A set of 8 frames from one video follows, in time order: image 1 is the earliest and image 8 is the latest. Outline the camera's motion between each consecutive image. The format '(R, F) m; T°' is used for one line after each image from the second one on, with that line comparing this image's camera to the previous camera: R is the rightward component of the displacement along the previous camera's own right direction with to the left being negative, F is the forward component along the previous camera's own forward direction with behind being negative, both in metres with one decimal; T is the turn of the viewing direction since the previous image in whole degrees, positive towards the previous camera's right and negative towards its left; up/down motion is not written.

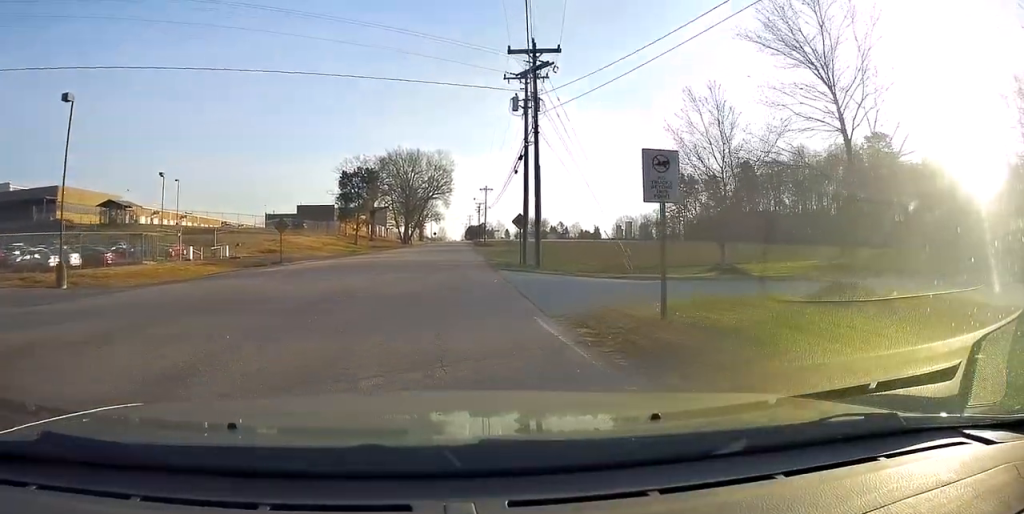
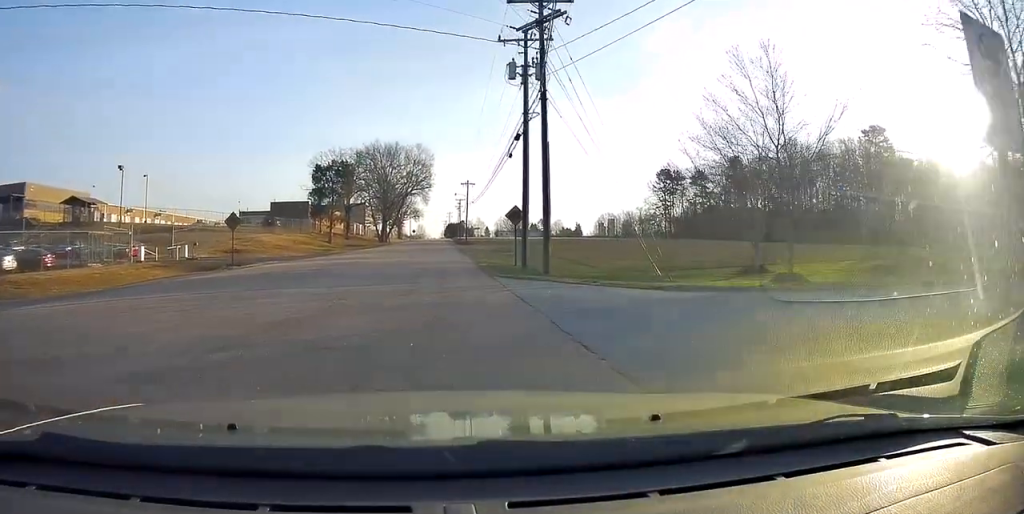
(+0.2, +6.4) m; +5°
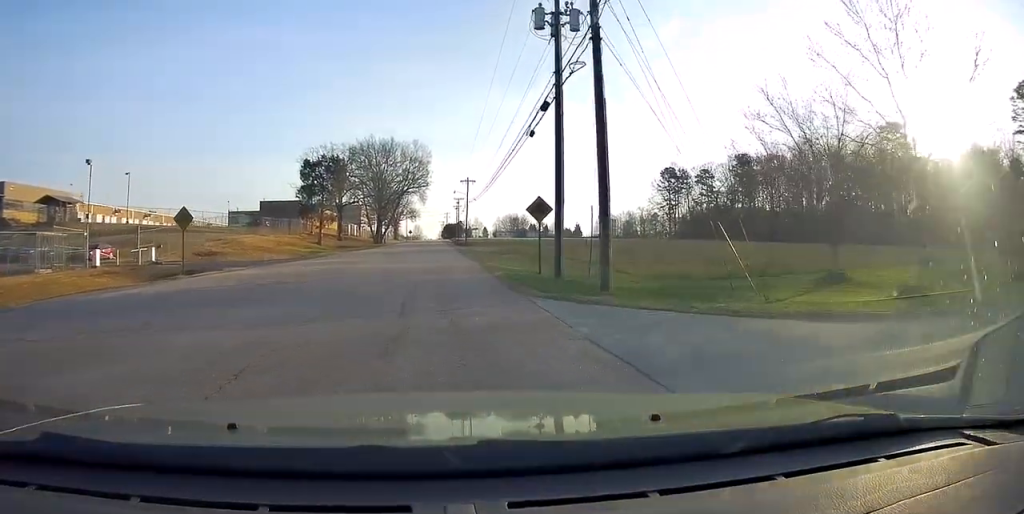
(-0.1, +7.1) m; +5°
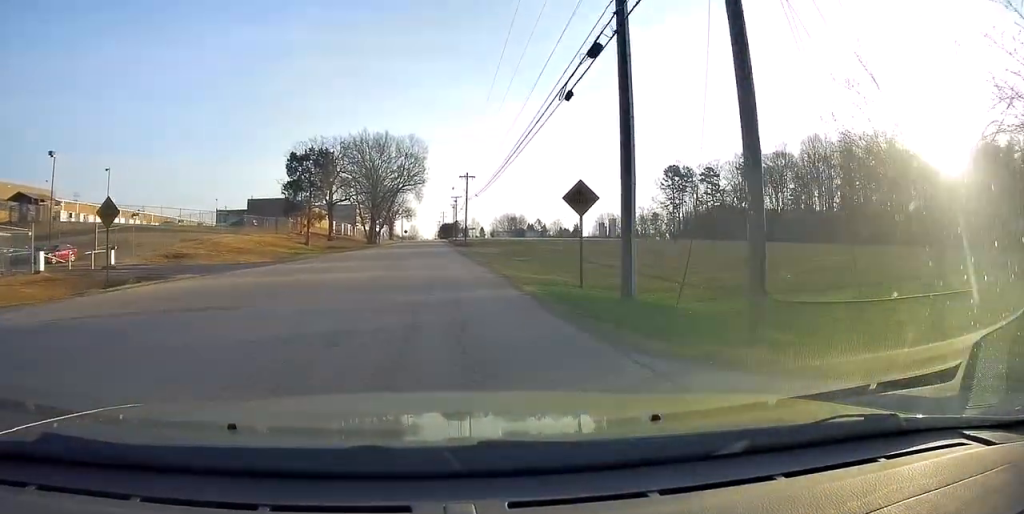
(+0.8, +7.0) m; +2°
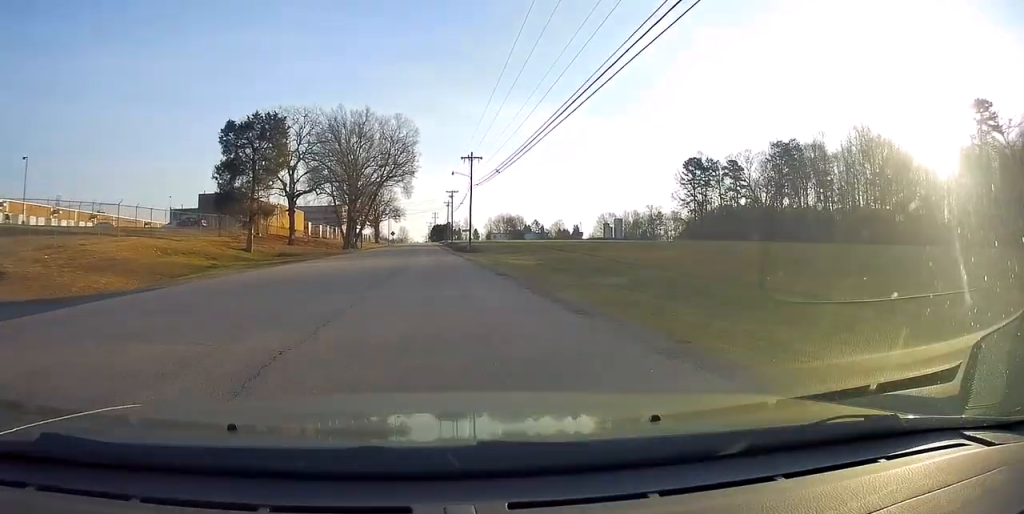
(-0.4, +24.1) m; -1°
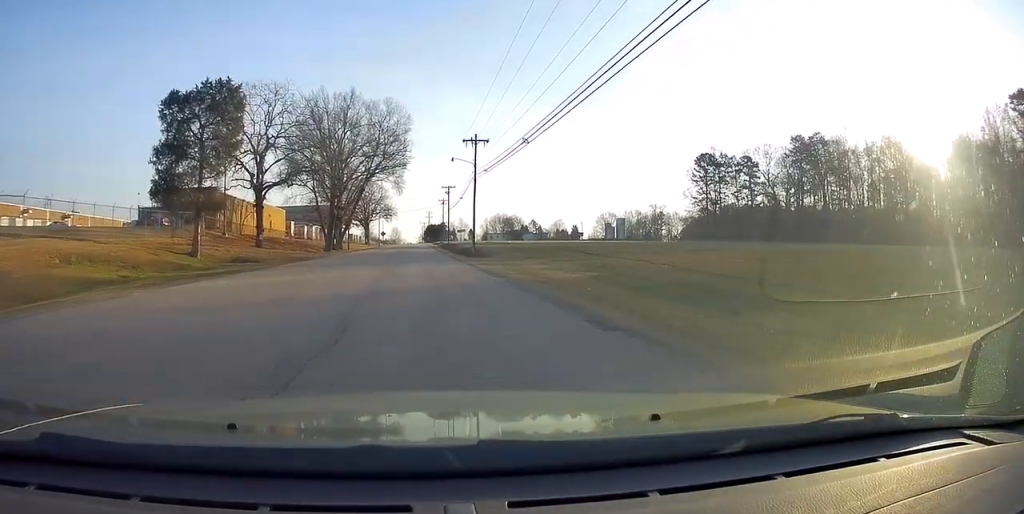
(+0.1, +12.5) m; 0°
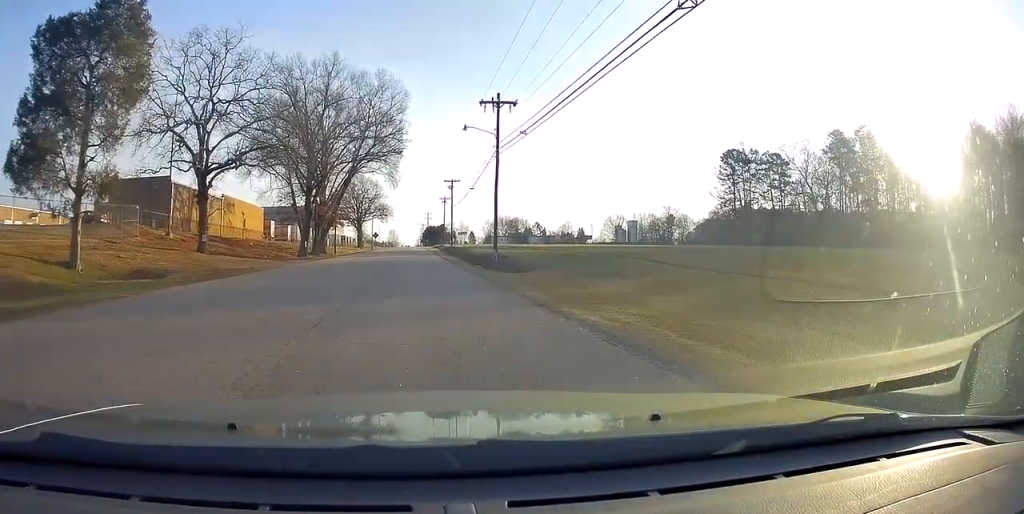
(-0.1, +16.4) m; -1°
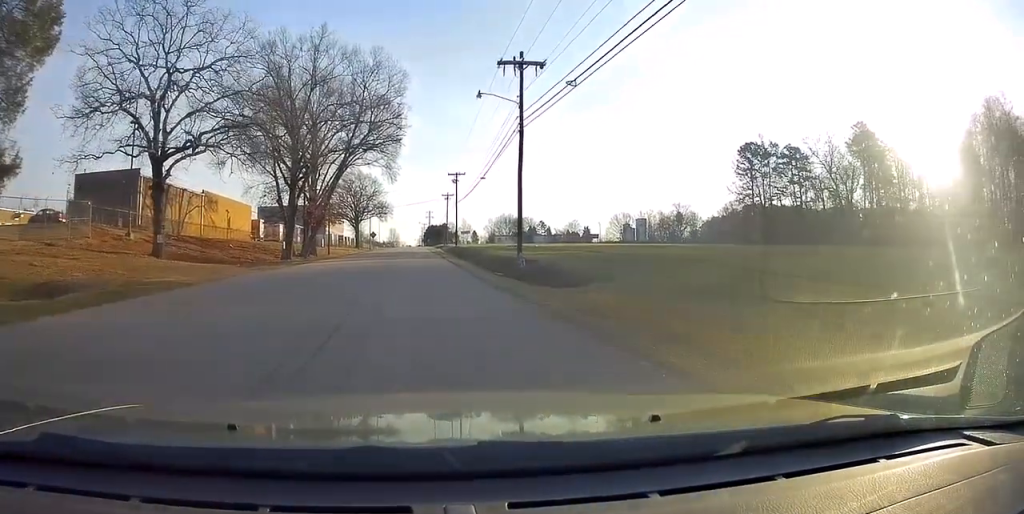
(0.0, +8.7) m; -1°
